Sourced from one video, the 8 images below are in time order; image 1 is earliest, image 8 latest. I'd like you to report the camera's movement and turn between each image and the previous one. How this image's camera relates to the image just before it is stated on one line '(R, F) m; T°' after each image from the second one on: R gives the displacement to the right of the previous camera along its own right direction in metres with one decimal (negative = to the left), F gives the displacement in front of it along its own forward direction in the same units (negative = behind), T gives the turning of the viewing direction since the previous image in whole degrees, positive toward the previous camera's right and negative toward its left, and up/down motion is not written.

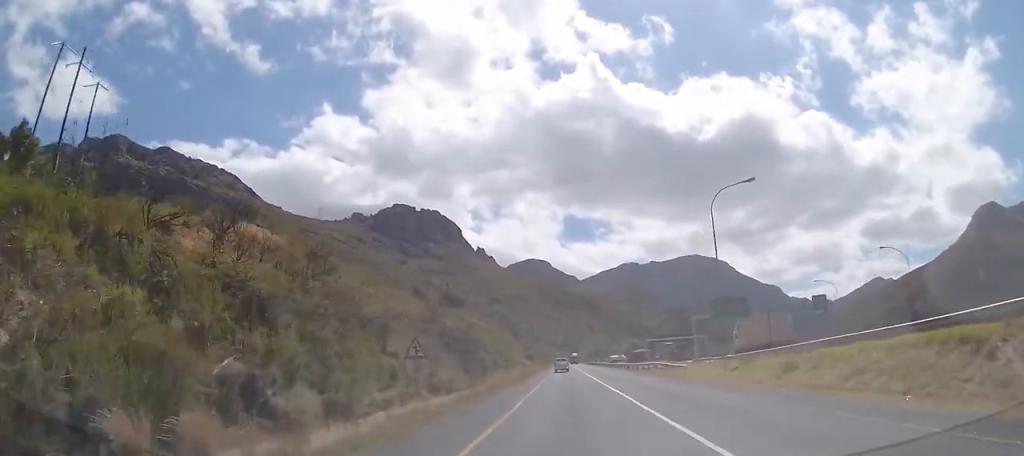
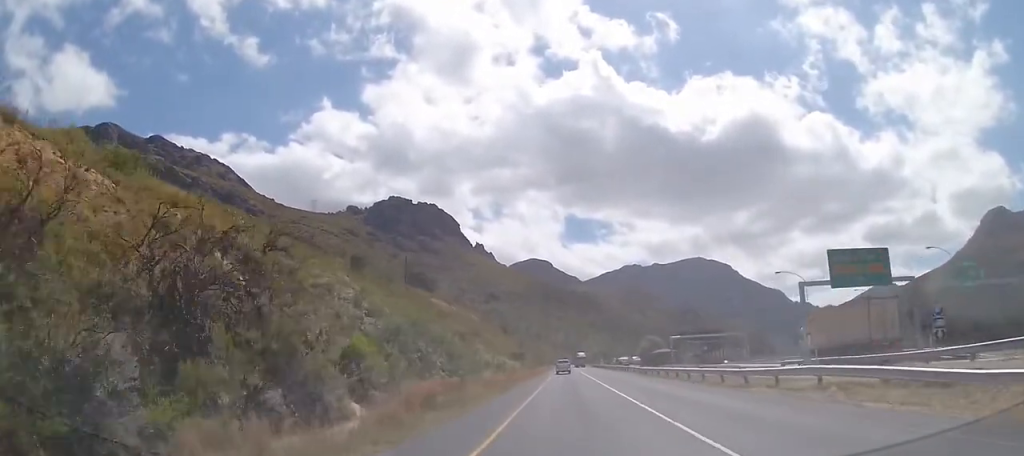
(+0.2, +32.2) m; -1°
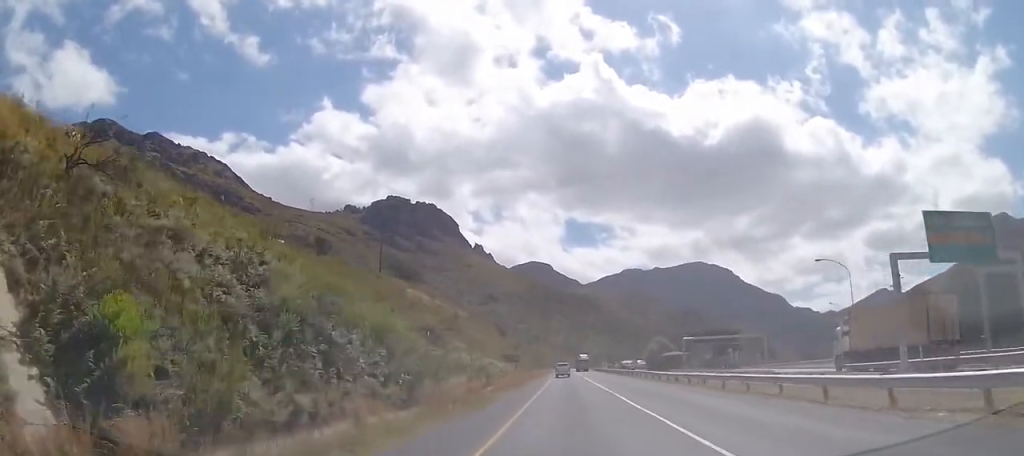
(-0.2, +12.1) m; 0°
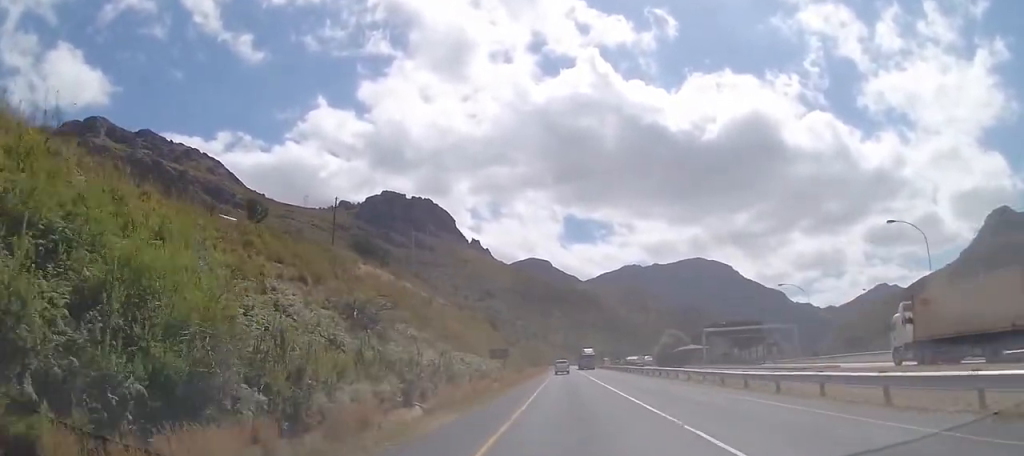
(-0.1, +15.3) m; 0°
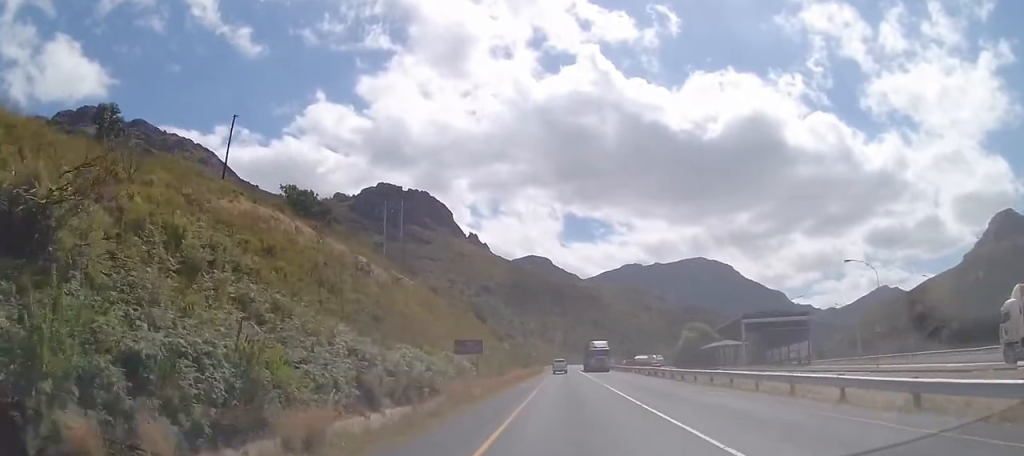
(+0.1, +20.5) m; 0°
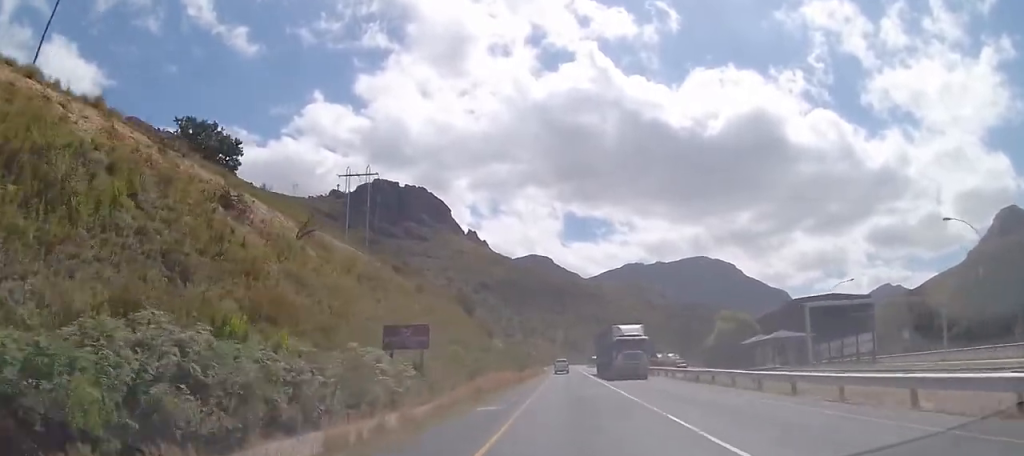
(0.0, +18.7) m; -1°
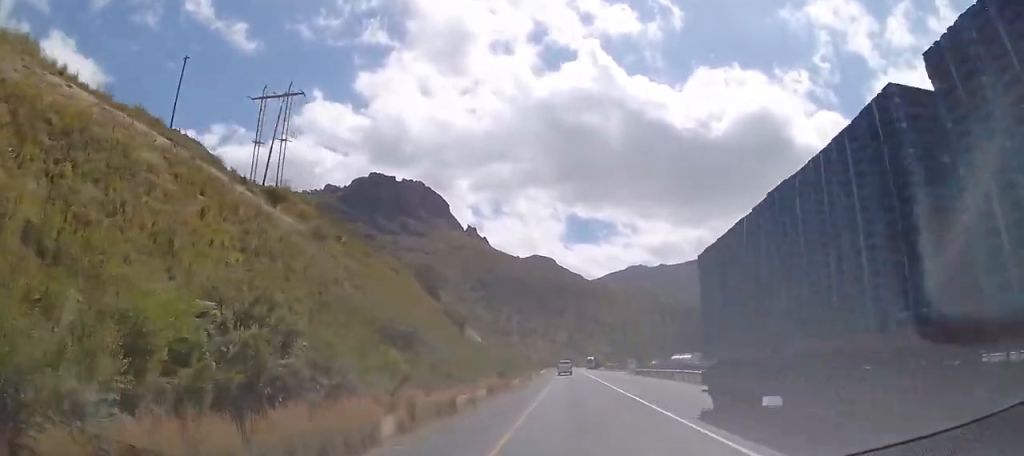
(-0.4, +27.9) m; -1°
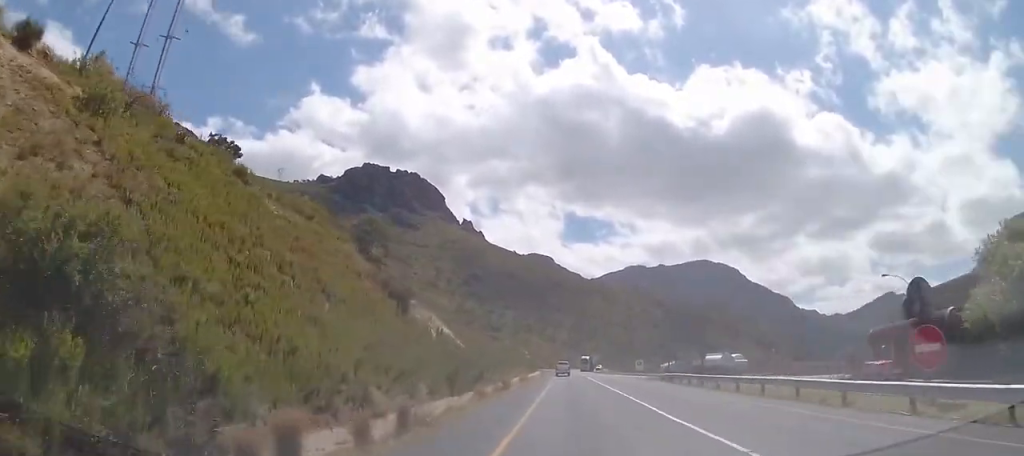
(0.0, +20.7) m; +1°
